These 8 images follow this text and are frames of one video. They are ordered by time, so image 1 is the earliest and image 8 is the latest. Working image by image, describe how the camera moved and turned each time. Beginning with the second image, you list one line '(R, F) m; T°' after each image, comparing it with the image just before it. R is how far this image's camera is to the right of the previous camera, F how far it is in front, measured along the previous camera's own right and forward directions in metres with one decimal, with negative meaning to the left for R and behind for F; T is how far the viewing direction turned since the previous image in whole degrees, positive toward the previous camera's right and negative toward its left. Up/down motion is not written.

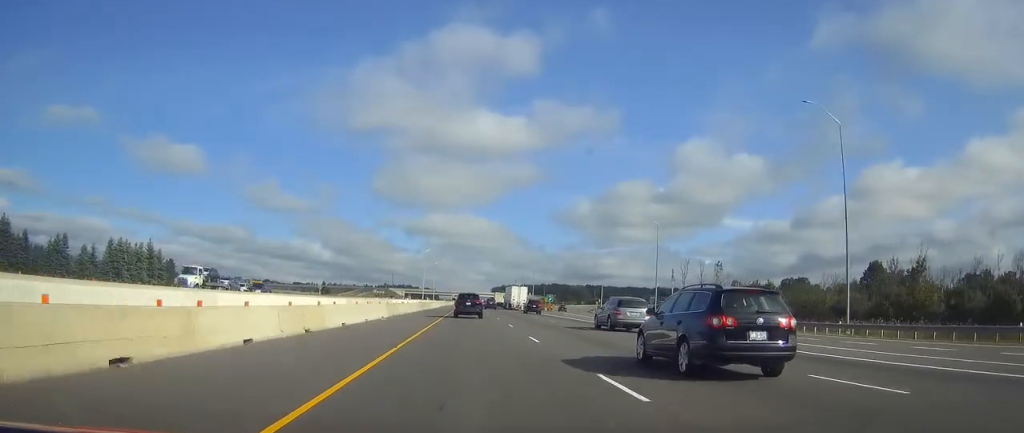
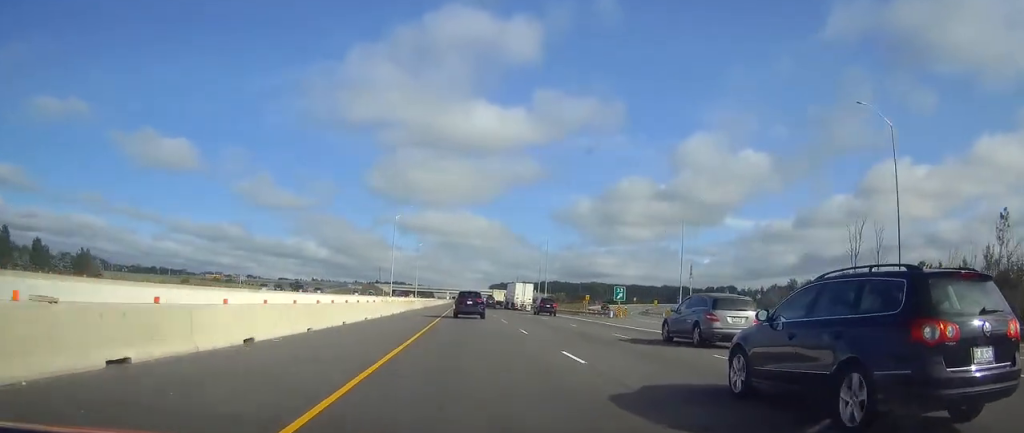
(+0.1, +66.5) m; 0°
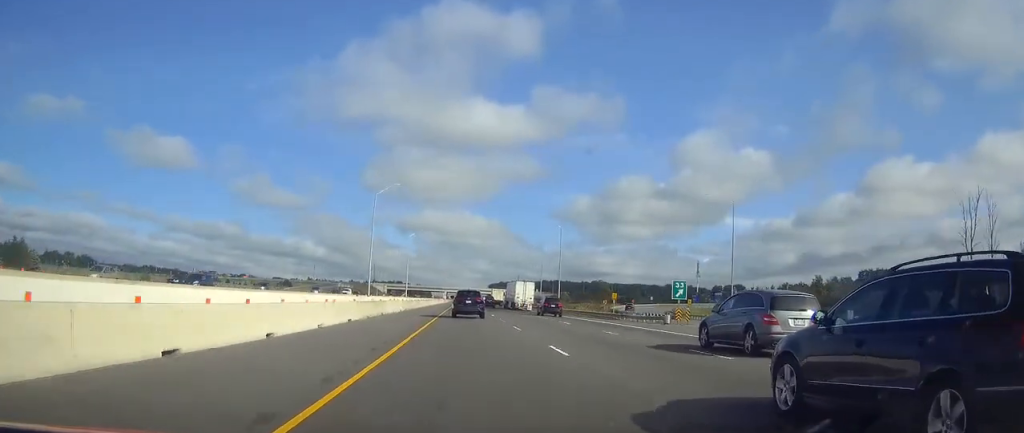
(+0.1, +22.1) m; 0°
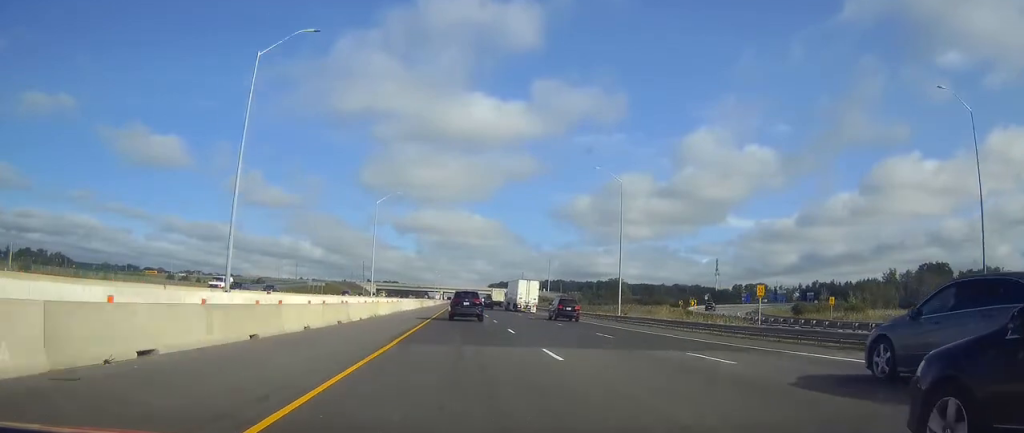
(0.0, +48.4) m; 0°
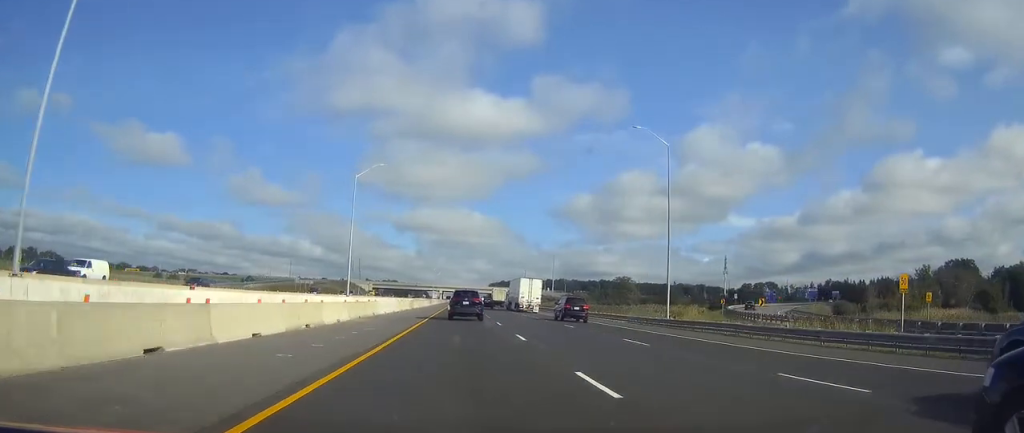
(0.0, +17.5) m; 0°
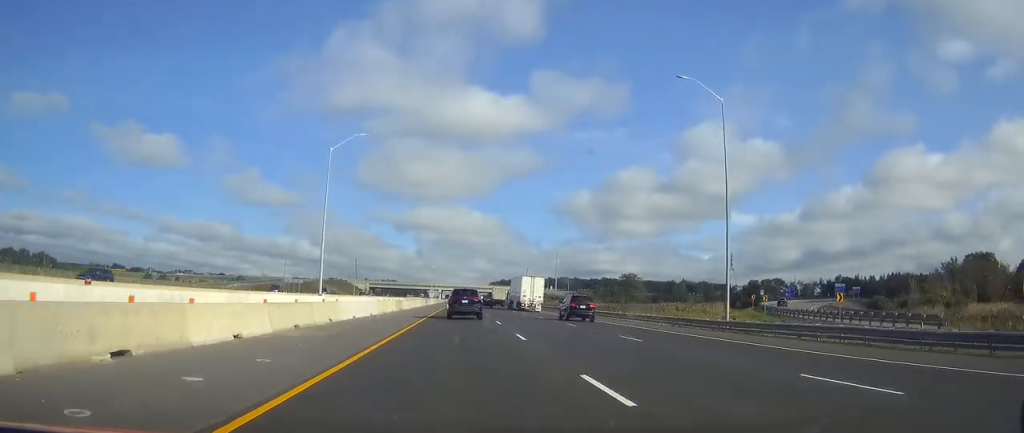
(0.0, +13.1) m; 0°
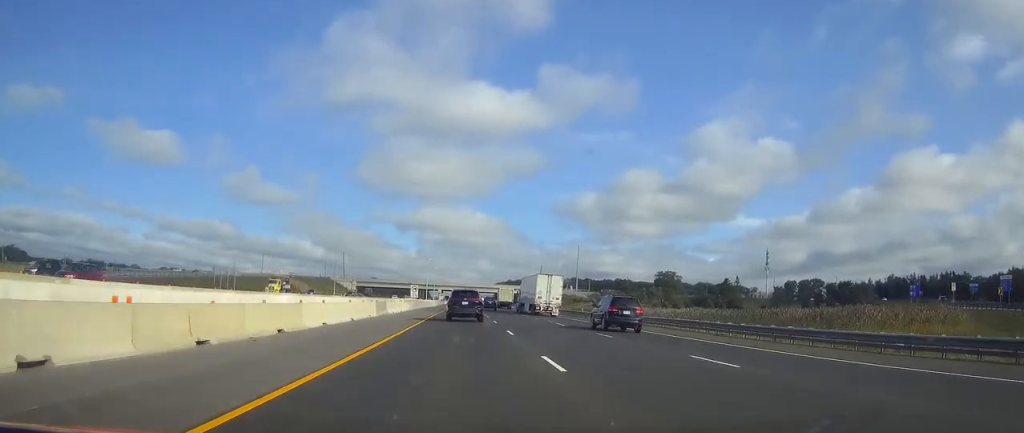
(-0.1, +56.5) m; 0°
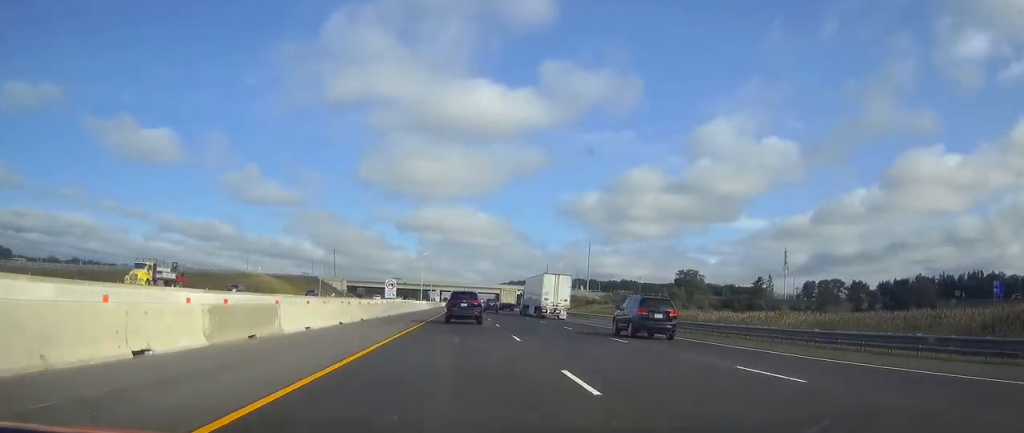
(-0.1, +27.0) m; 0°
